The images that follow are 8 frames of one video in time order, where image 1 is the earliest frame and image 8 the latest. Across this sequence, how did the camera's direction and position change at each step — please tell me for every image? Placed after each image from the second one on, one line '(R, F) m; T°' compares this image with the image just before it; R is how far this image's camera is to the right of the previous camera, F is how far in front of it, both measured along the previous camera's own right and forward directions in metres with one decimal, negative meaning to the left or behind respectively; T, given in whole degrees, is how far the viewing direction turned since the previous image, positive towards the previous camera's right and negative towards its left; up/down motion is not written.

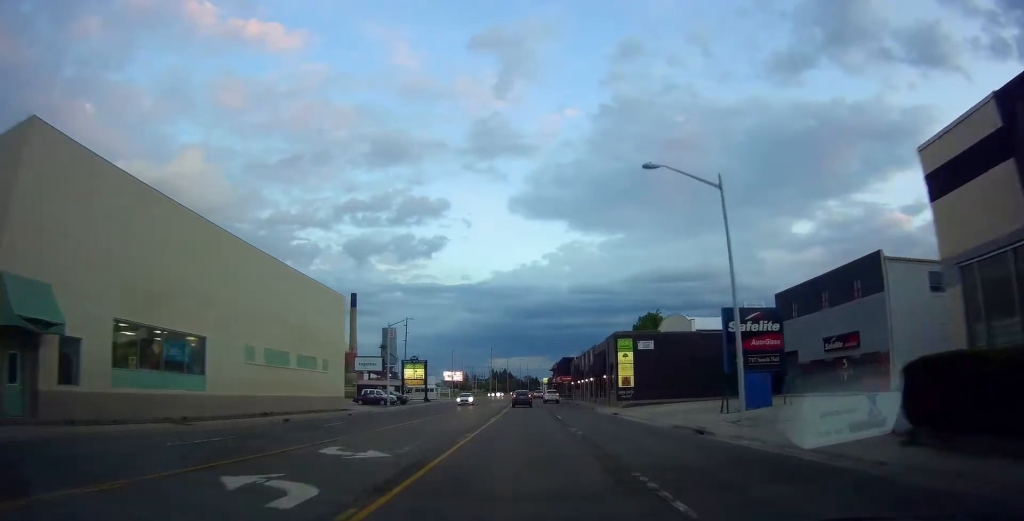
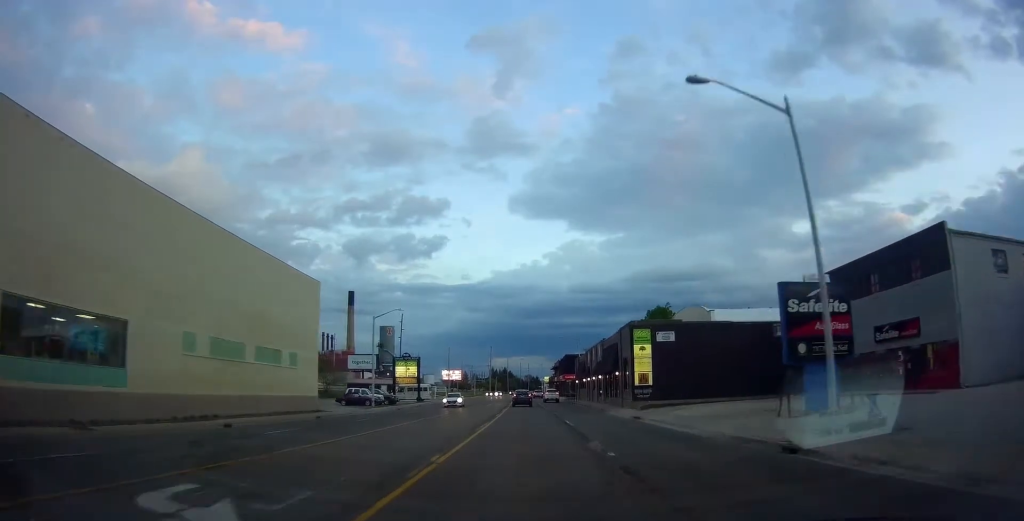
(0.0, +7.0) m; 0°
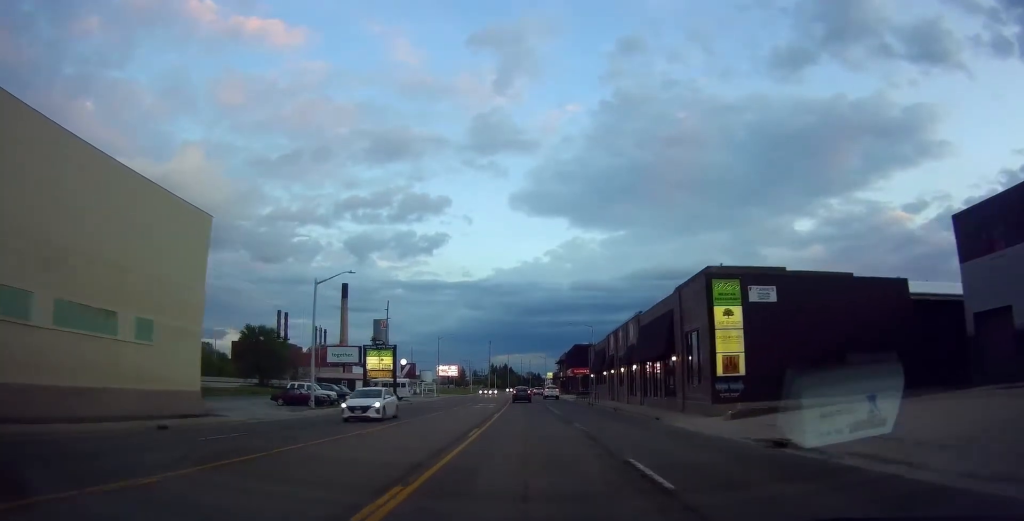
(-0.1, +16.9) m; 0°
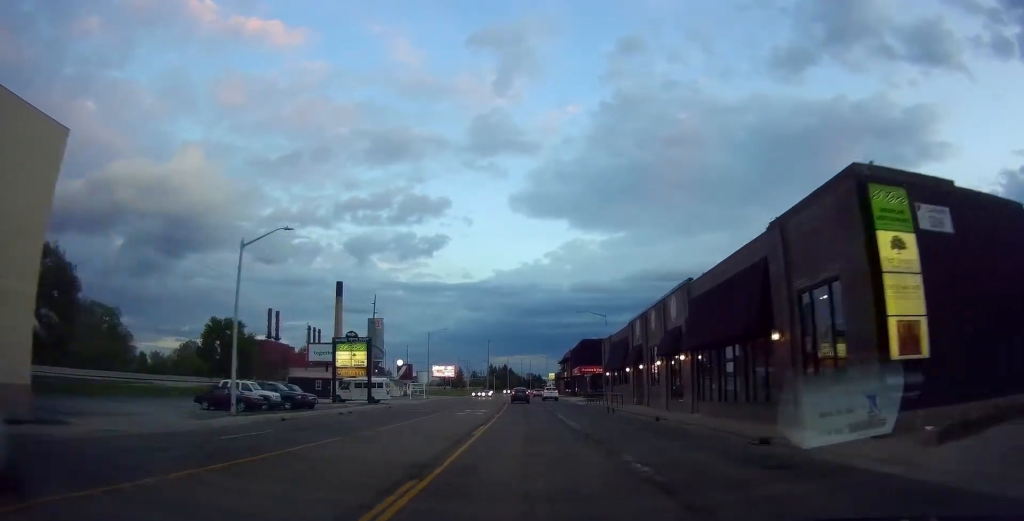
(0.0, +11.1) m; 0°
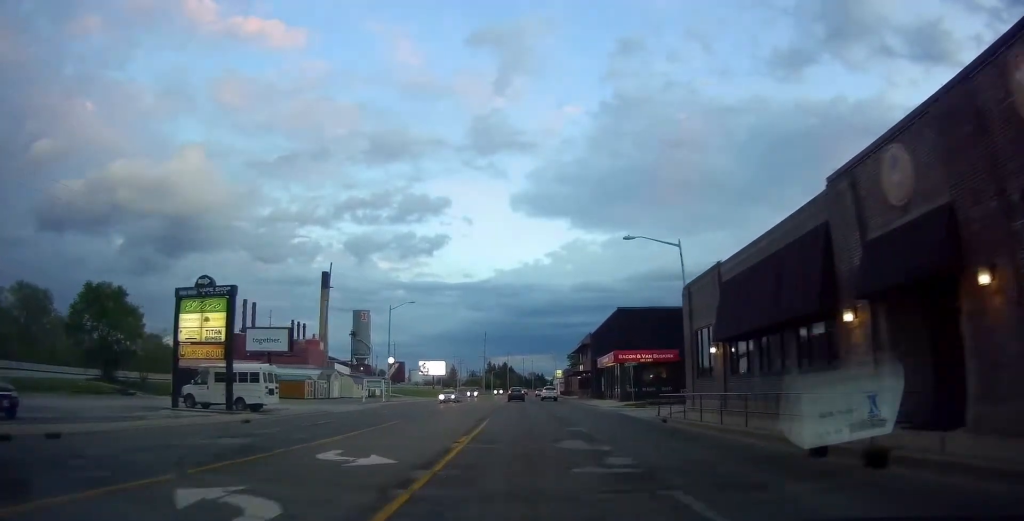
(0.0, +29.1) m; 0°
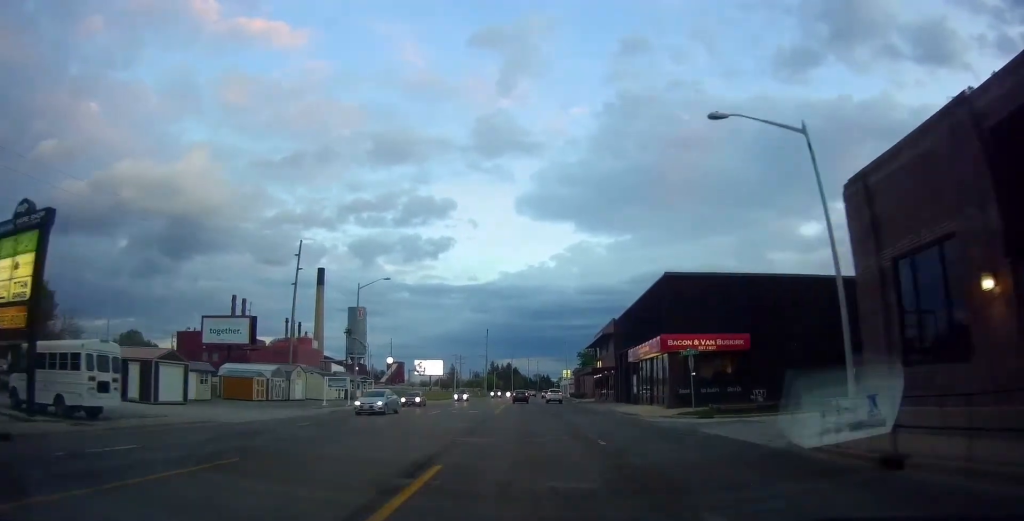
(0.0, +14.9) m; 0°
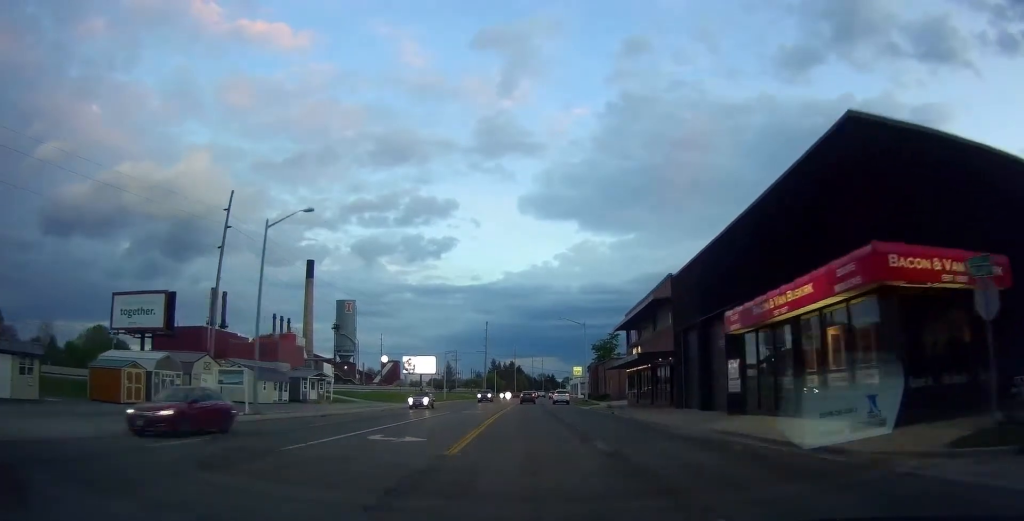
(+0.1, +21.1) m; 0°
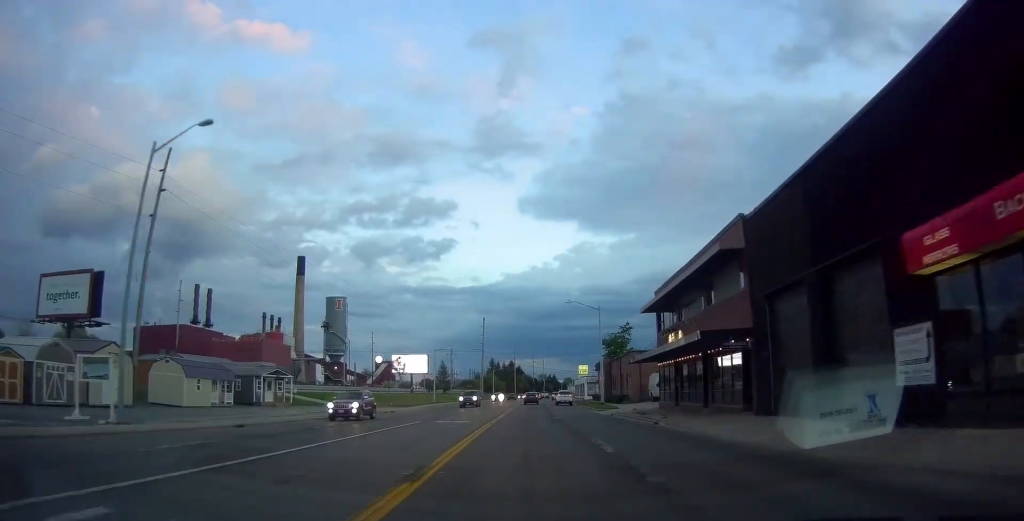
(0.0, +12.0) m; 0°
